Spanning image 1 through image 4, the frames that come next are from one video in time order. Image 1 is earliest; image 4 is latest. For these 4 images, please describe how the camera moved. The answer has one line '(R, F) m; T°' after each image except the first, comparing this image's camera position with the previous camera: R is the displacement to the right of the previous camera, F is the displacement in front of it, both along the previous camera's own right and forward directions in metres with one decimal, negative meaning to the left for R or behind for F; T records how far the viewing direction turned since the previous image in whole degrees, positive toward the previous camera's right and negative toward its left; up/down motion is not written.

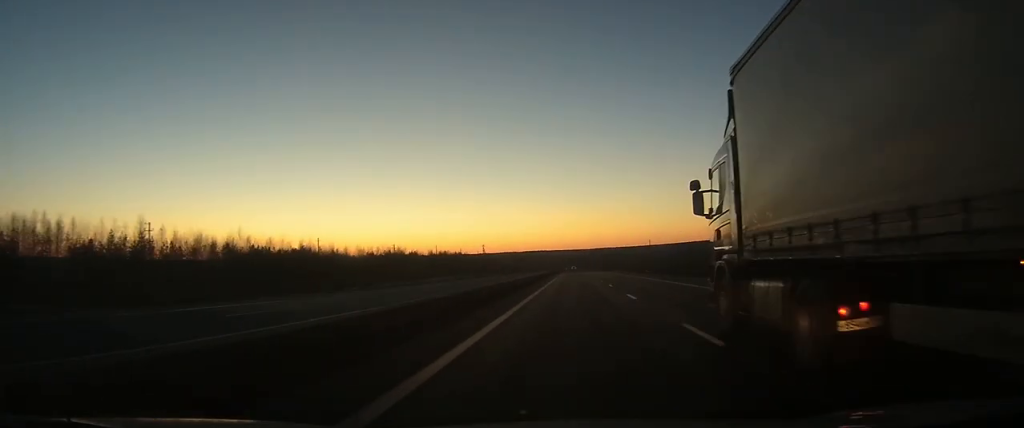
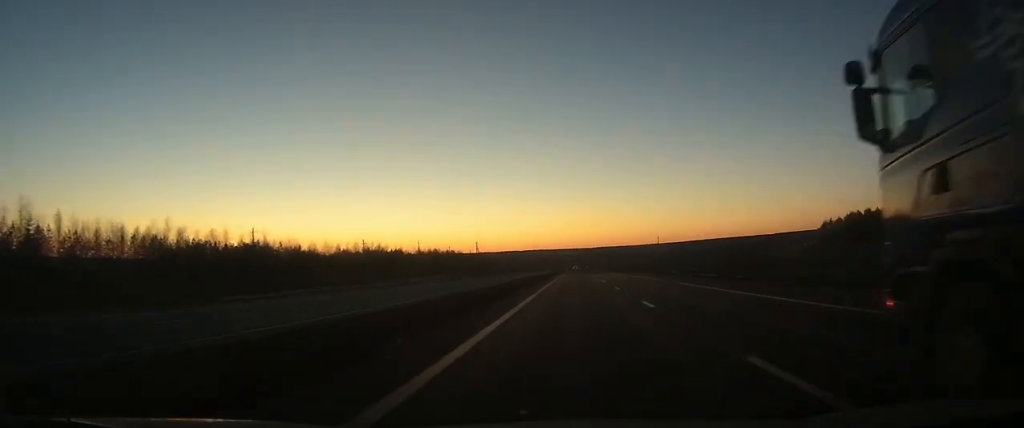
(-0.1, +28.1) m; 0°
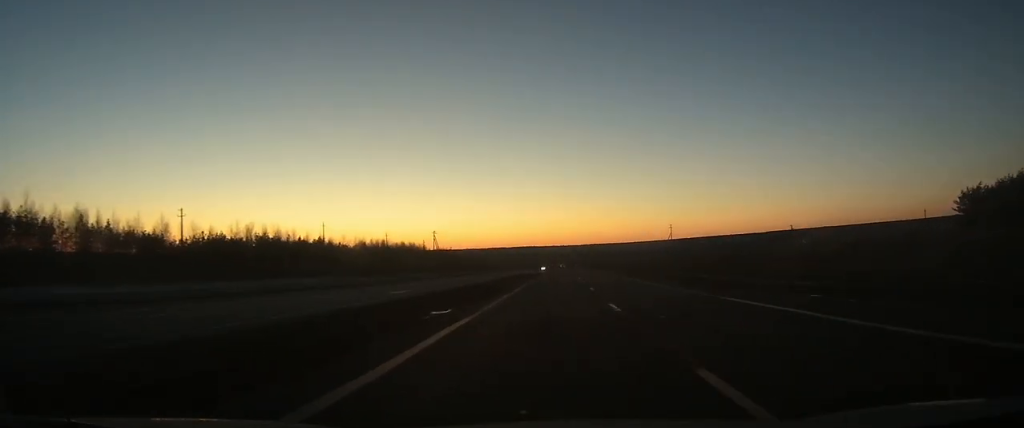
(+0.4, +71.3) m; +1°
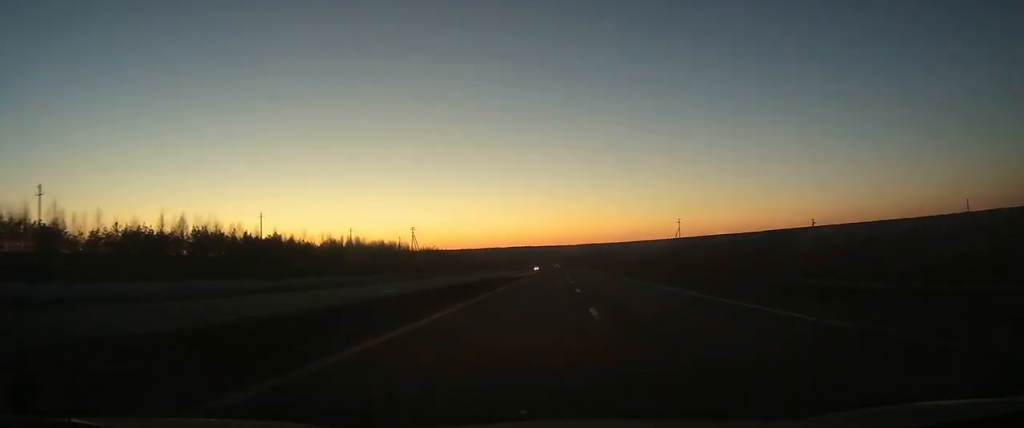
(+0.1, +26.2) m; 0°
